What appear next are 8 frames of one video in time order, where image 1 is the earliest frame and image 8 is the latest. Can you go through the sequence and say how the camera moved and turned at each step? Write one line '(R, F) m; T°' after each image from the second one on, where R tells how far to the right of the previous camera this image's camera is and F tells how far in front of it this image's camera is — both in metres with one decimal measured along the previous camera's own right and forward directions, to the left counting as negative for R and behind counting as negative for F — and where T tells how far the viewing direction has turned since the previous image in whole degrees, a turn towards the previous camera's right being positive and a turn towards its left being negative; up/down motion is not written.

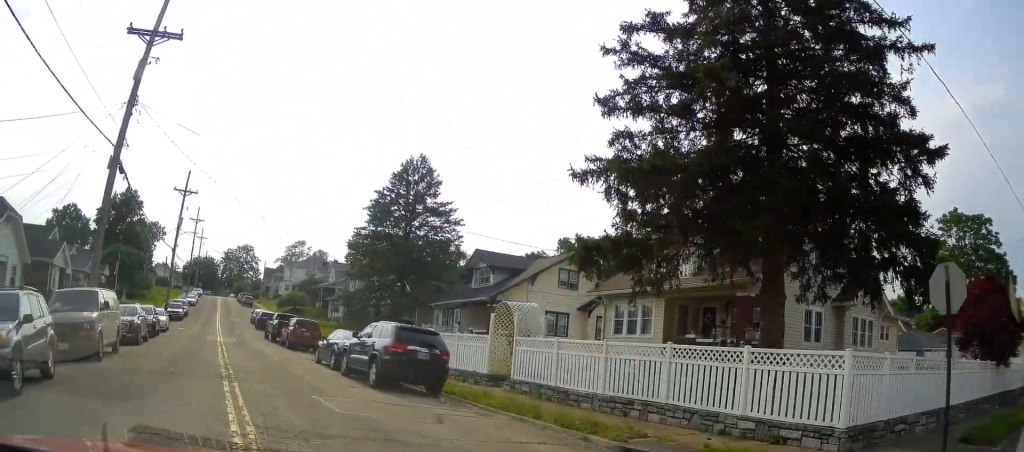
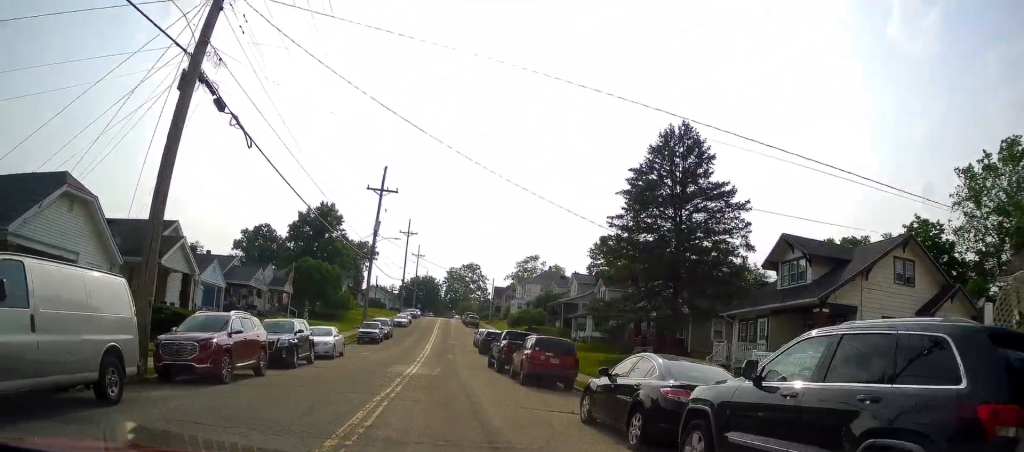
(-3.3, +10.5) m; -29°
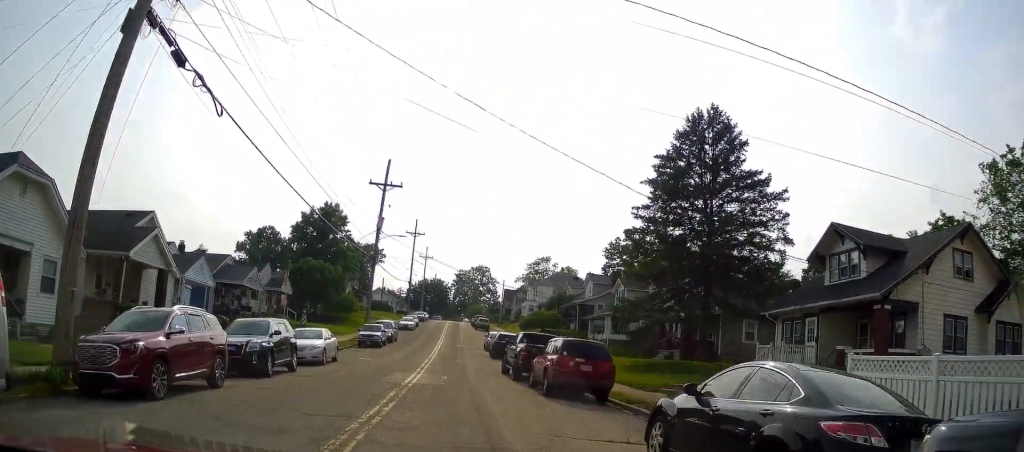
(-0.2, +3.5) m; -3°
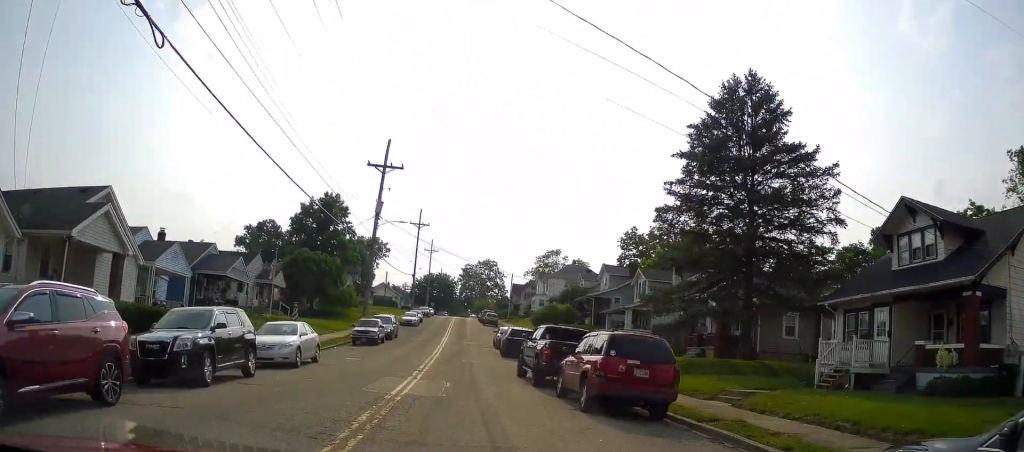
(-0.1, +4.7) m; -3°
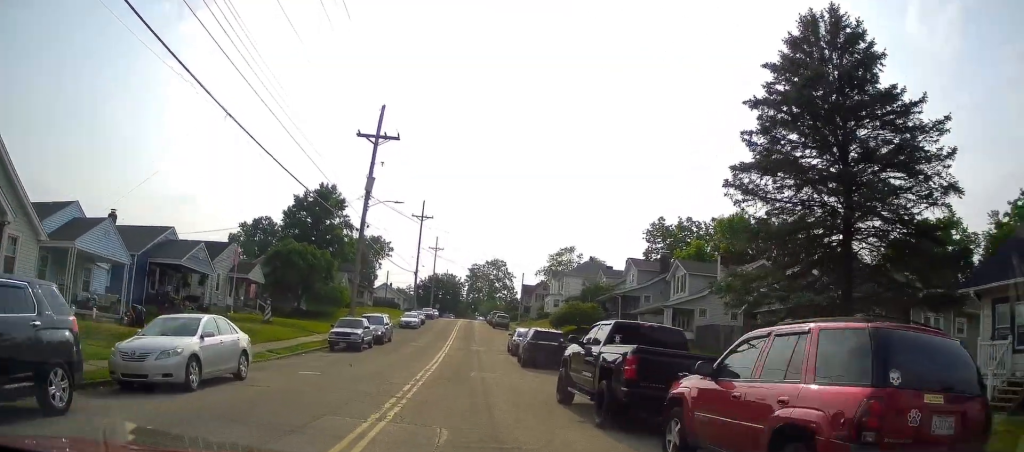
(-0.2, +7.3) m; -2°
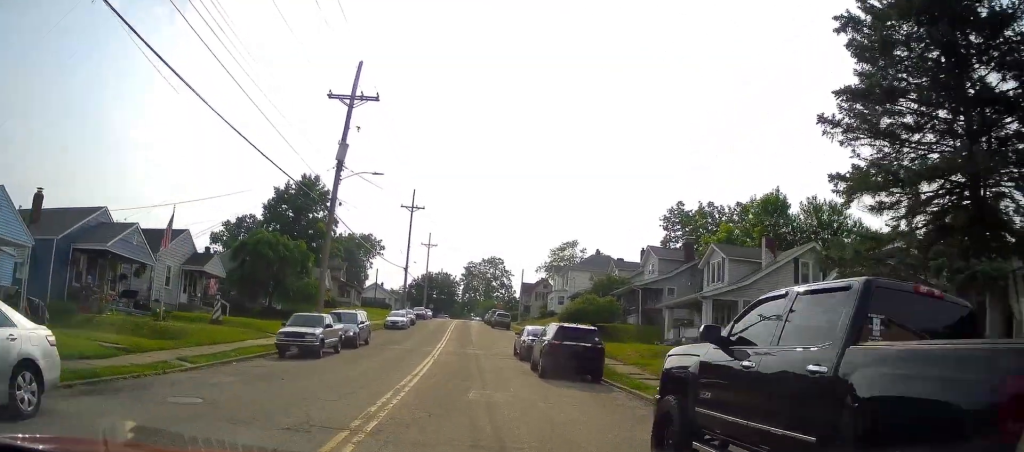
(0.0, +6.1) m; +2°
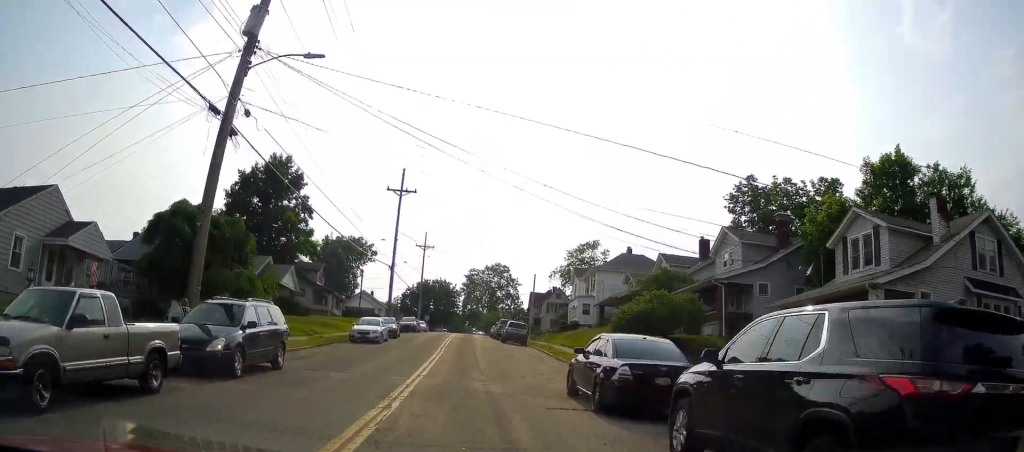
(+0.6, +14.6) m; +2°
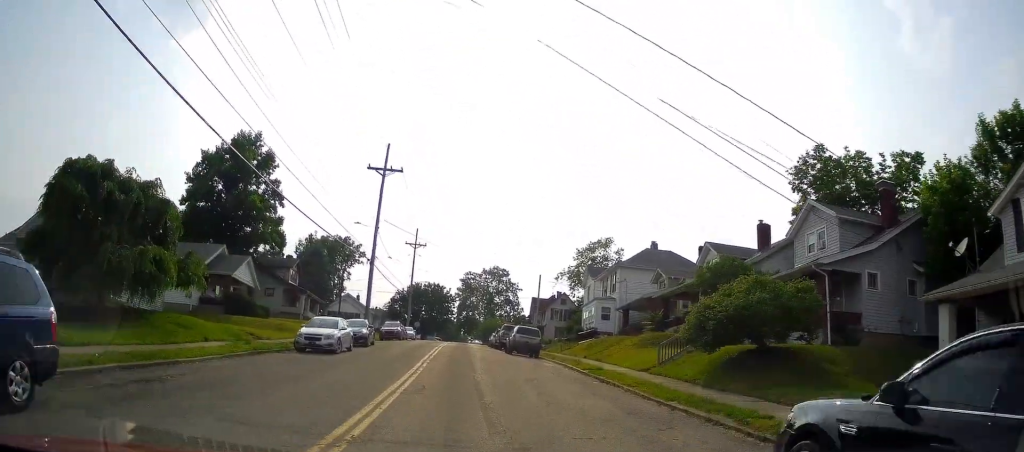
(-0.1, +10.4) m; -3°
